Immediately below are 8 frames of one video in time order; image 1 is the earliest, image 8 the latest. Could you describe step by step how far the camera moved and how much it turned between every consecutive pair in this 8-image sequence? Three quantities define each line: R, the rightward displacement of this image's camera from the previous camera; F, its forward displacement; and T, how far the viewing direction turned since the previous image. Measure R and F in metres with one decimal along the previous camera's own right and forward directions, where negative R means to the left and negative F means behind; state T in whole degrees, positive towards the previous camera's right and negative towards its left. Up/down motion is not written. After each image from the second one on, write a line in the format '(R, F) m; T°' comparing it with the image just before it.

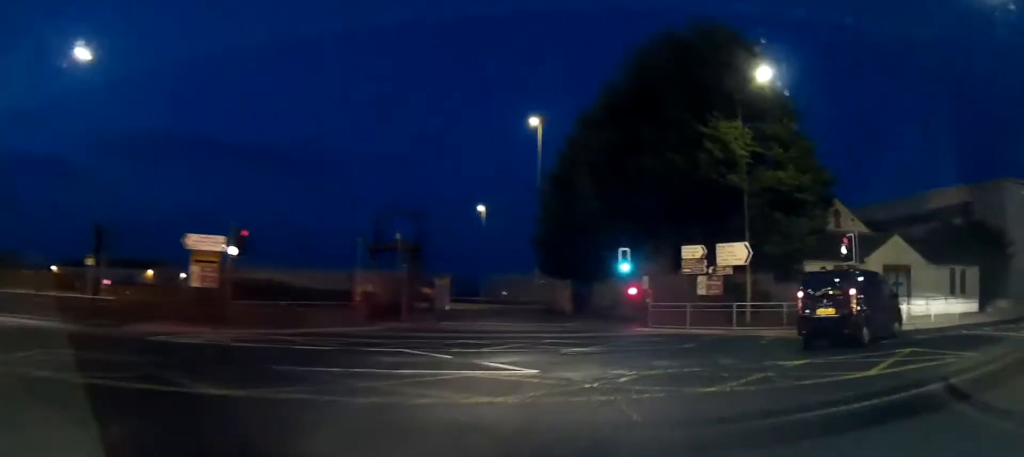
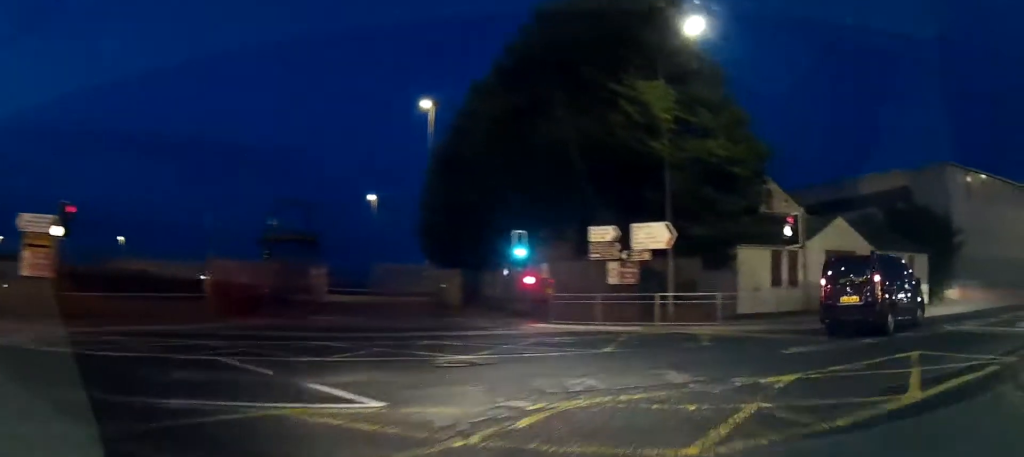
(+0.5, +3.7) m; +11°
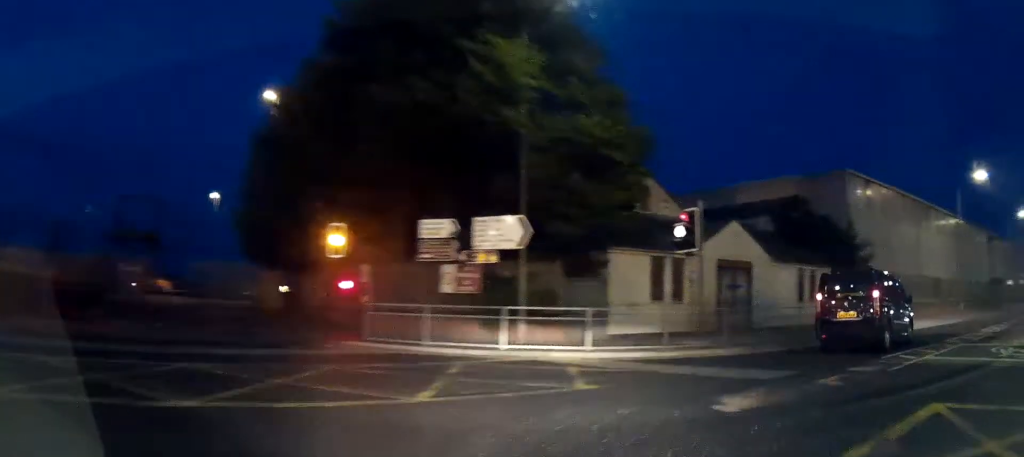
(+0.4, +4.2) m; +12°
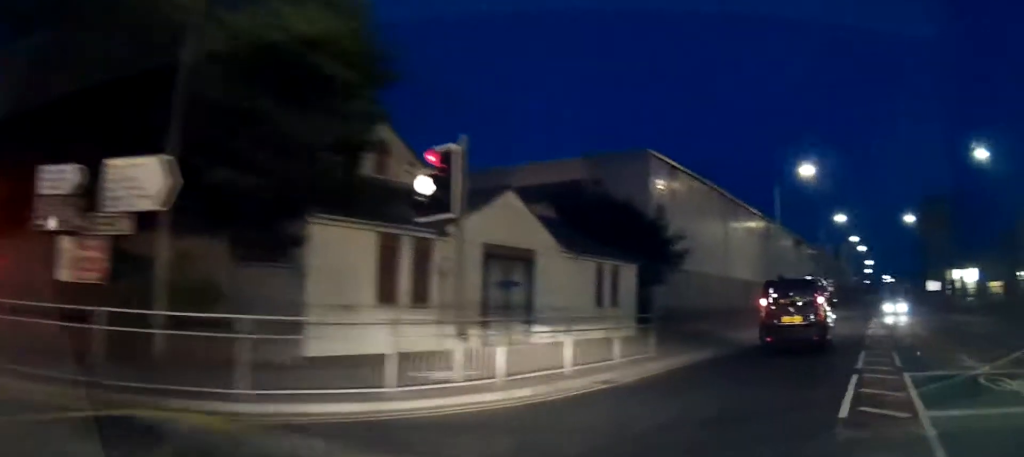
(+1.0, +6.5) m; +18°
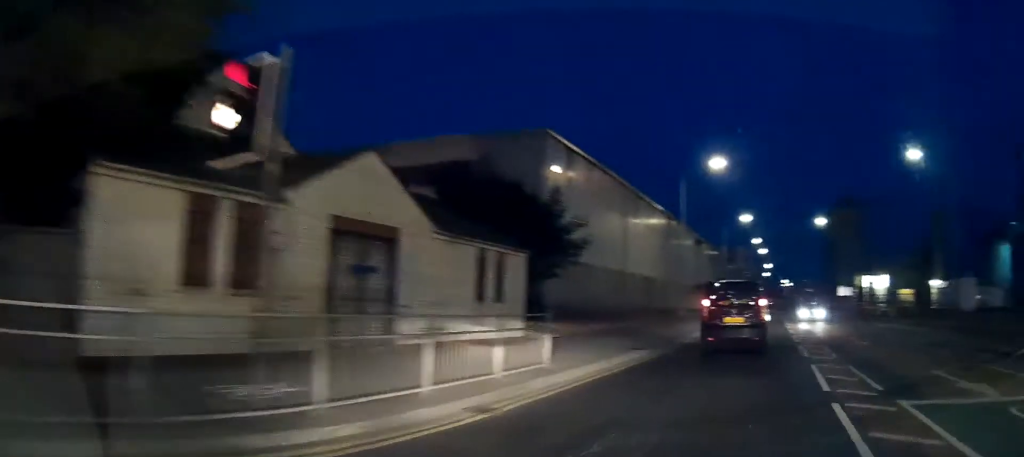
(+0.1, +2.8) m; +9°
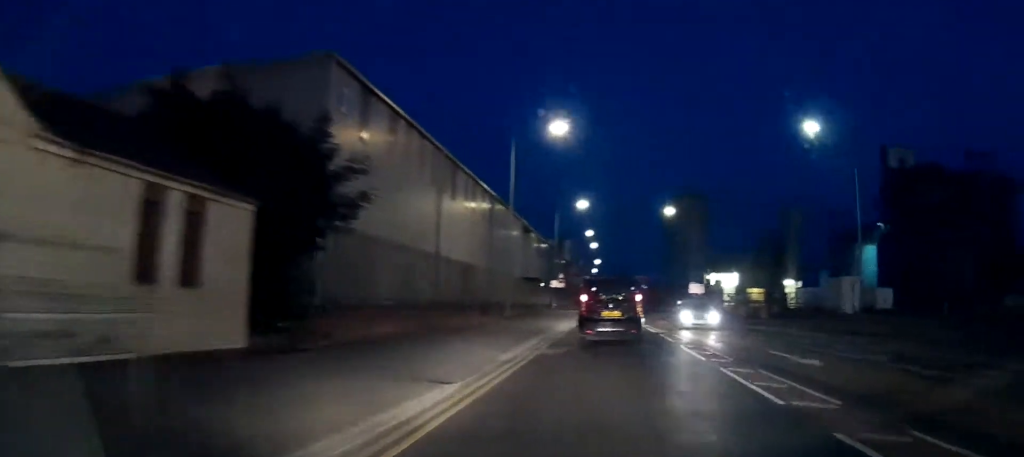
(+1.3, +6.5) m; +17°
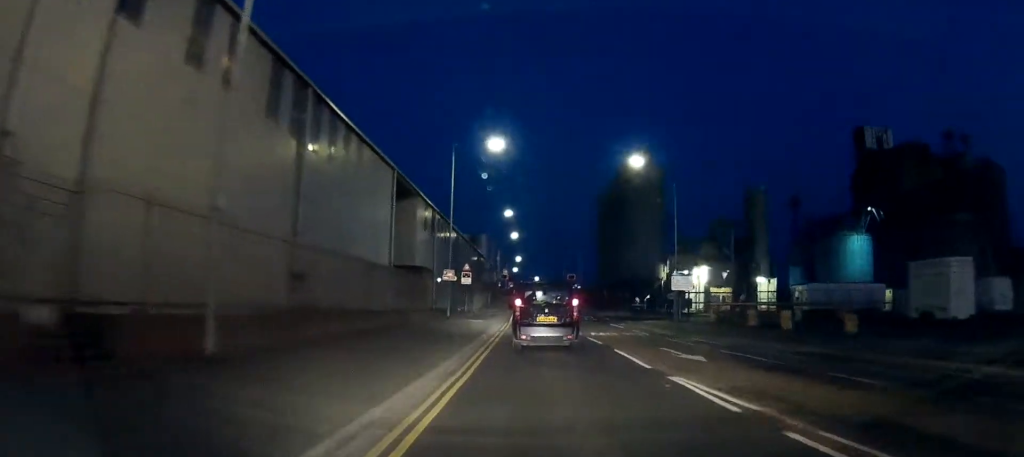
(+4.3, +22.0) m; +15°
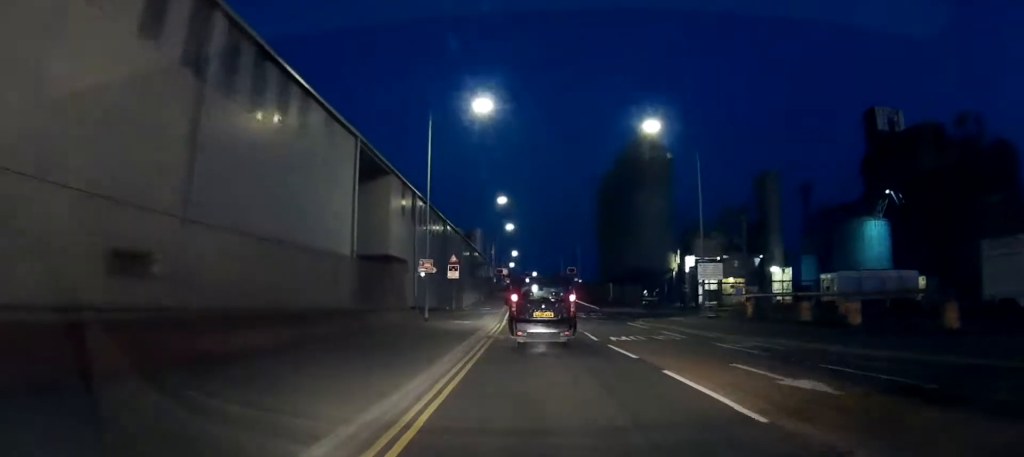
(0.0, +7.0) m; -1°
